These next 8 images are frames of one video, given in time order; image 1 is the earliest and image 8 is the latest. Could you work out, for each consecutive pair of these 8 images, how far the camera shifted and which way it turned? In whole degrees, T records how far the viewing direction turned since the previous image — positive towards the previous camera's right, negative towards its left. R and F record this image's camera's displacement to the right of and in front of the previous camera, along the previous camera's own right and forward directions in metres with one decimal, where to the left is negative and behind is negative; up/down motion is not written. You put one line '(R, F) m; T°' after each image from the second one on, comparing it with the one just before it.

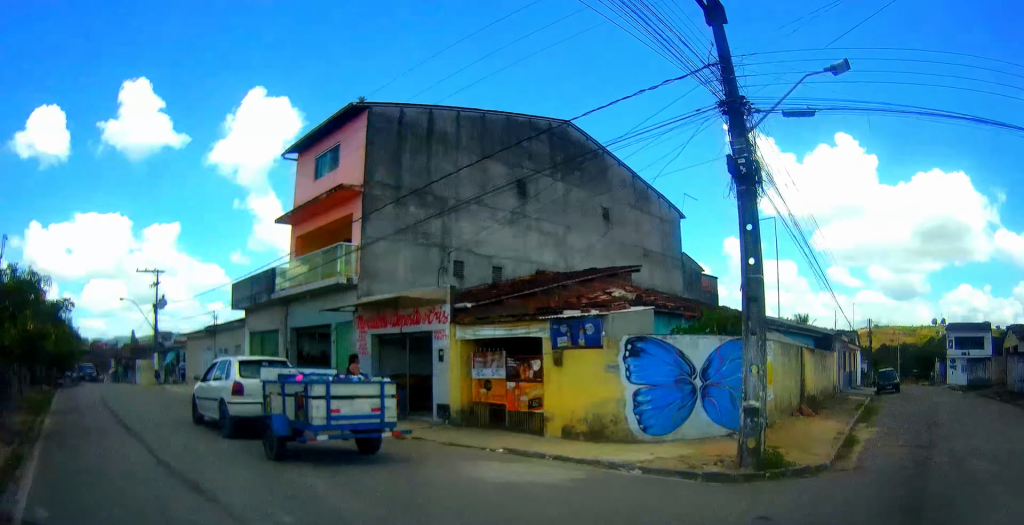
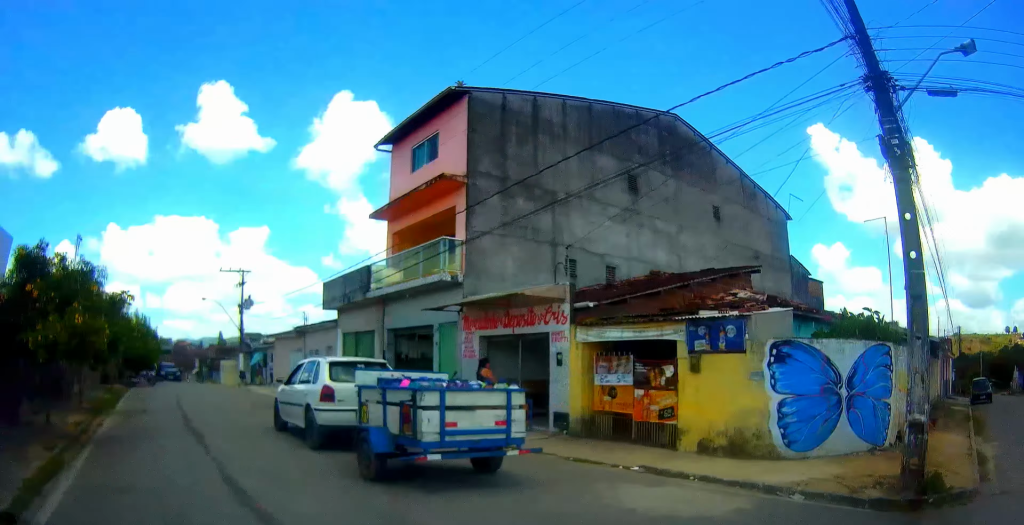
(-0.3, +1.3) m; -8°
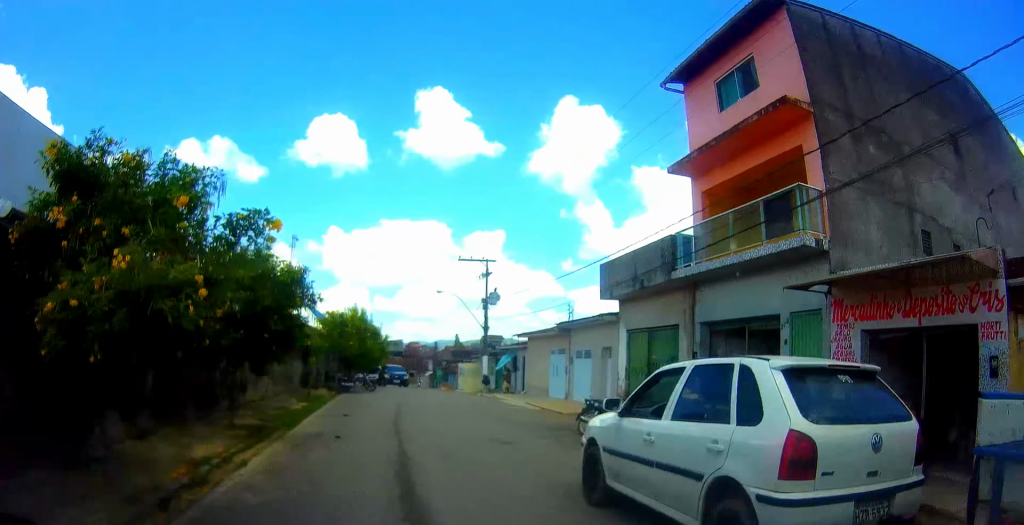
(-1.1, +5.0) m; -30°
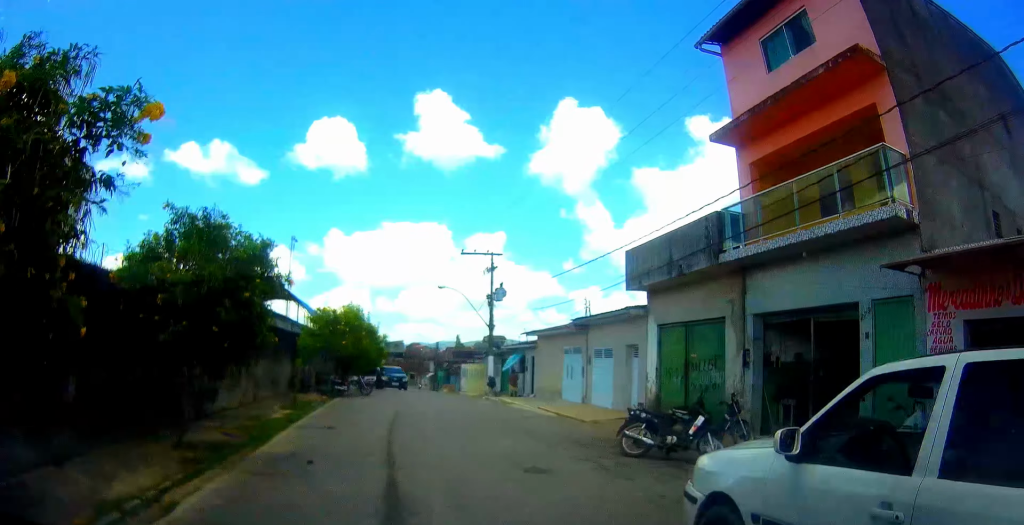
(-0.1, +2.4) m; -4°
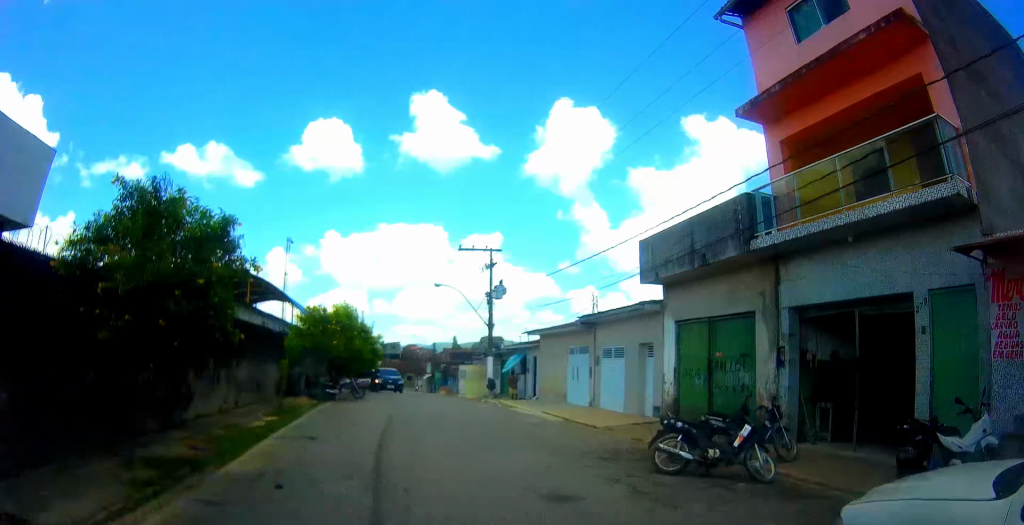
(0.0, +1.3) m; 0°
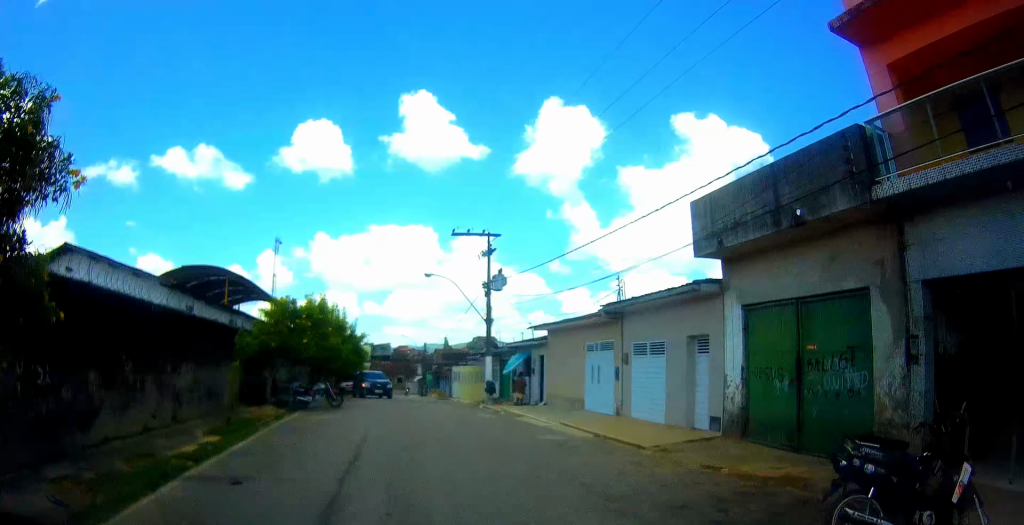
(0.0, +3.2) m; -2°
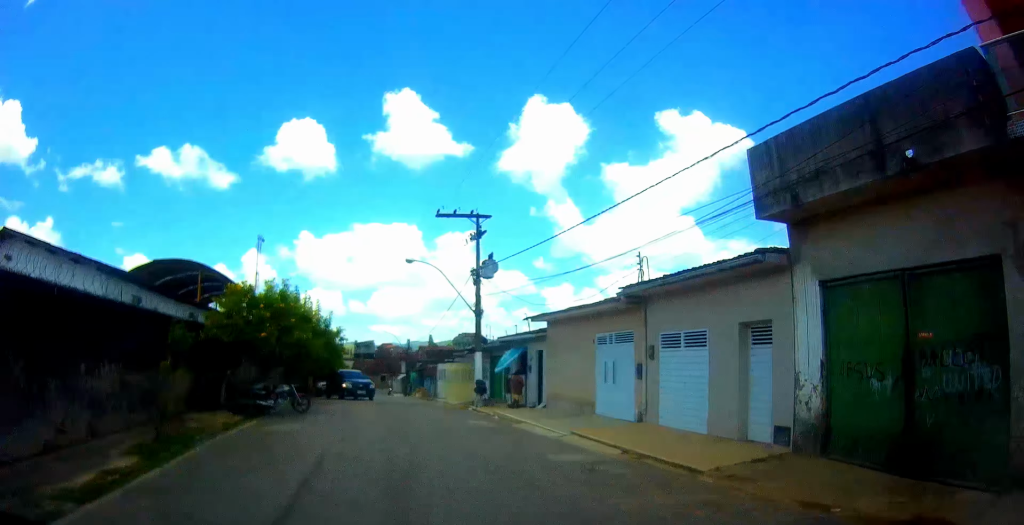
(0.0, +2.5) m; -1°
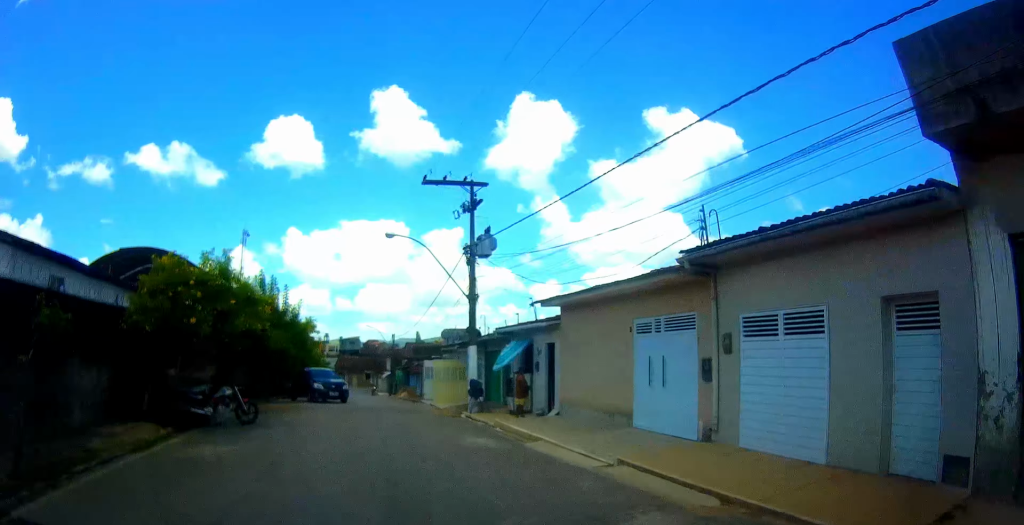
(-0.1, +3.5) m; -1°
